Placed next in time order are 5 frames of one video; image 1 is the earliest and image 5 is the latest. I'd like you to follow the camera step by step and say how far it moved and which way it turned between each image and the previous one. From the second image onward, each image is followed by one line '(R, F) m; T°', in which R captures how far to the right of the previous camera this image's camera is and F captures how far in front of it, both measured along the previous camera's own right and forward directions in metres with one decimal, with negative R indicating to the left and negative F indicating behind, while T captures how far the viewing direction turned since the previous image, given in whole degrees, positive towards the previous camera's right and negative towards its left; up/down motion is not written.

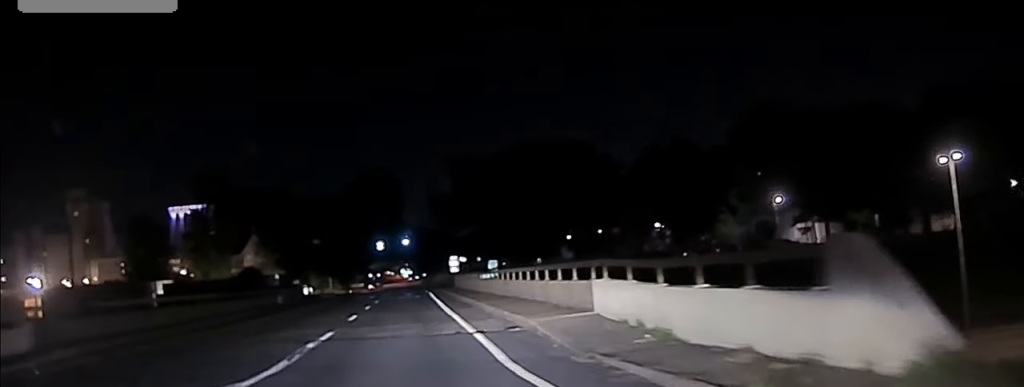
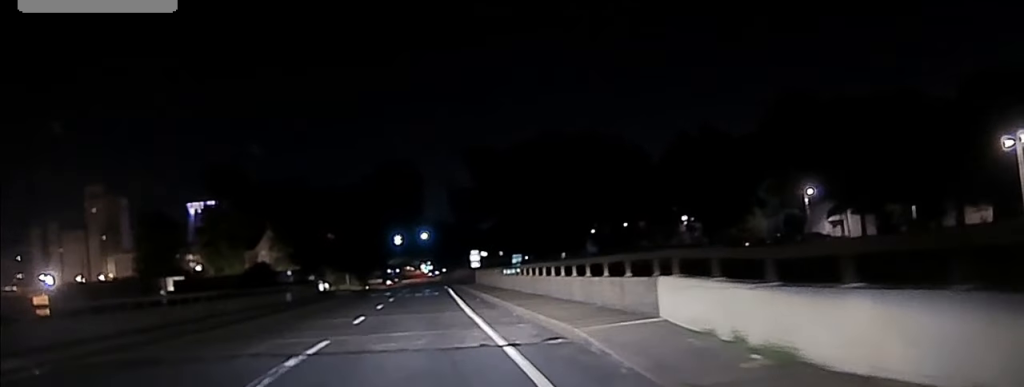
(0.0, +4.7) m; 0°
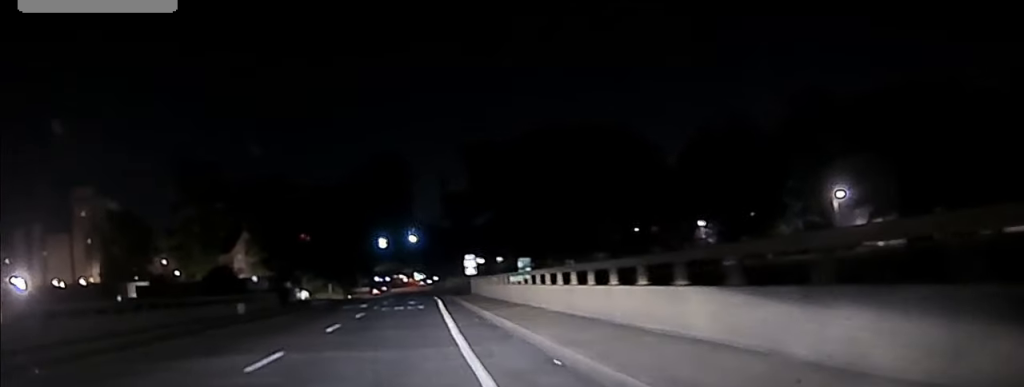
(-0.1, +13.3) m; -2°
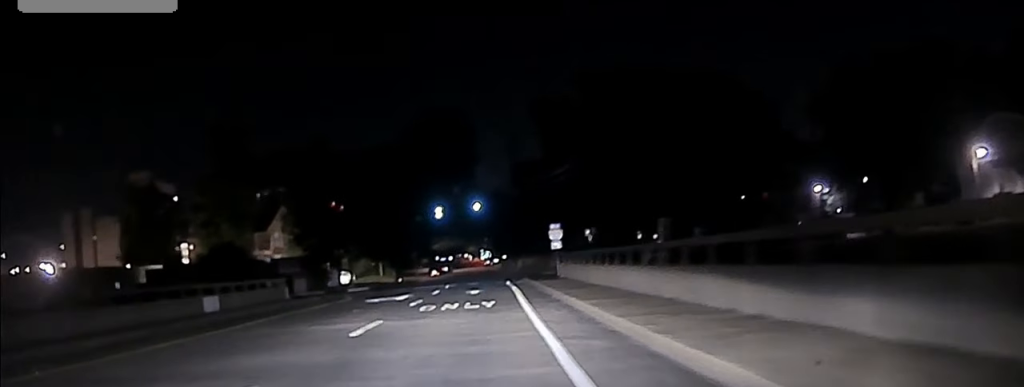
(-0.4, +20.2) m; -2°
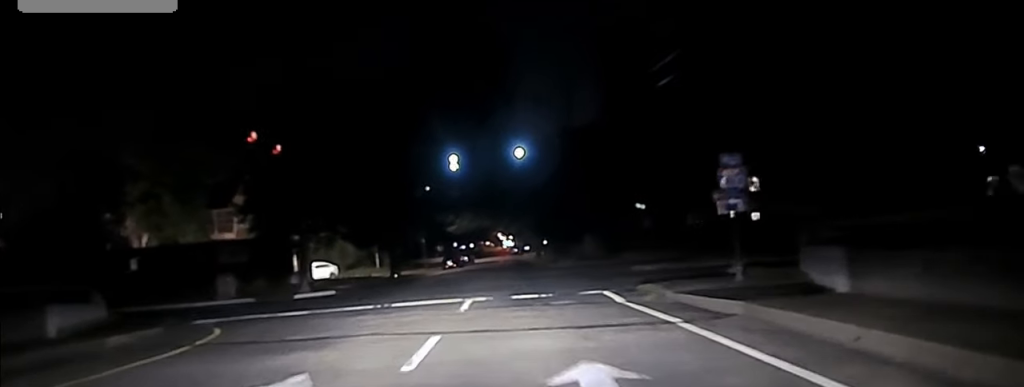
(-0.3, +30.0) m; -1°
